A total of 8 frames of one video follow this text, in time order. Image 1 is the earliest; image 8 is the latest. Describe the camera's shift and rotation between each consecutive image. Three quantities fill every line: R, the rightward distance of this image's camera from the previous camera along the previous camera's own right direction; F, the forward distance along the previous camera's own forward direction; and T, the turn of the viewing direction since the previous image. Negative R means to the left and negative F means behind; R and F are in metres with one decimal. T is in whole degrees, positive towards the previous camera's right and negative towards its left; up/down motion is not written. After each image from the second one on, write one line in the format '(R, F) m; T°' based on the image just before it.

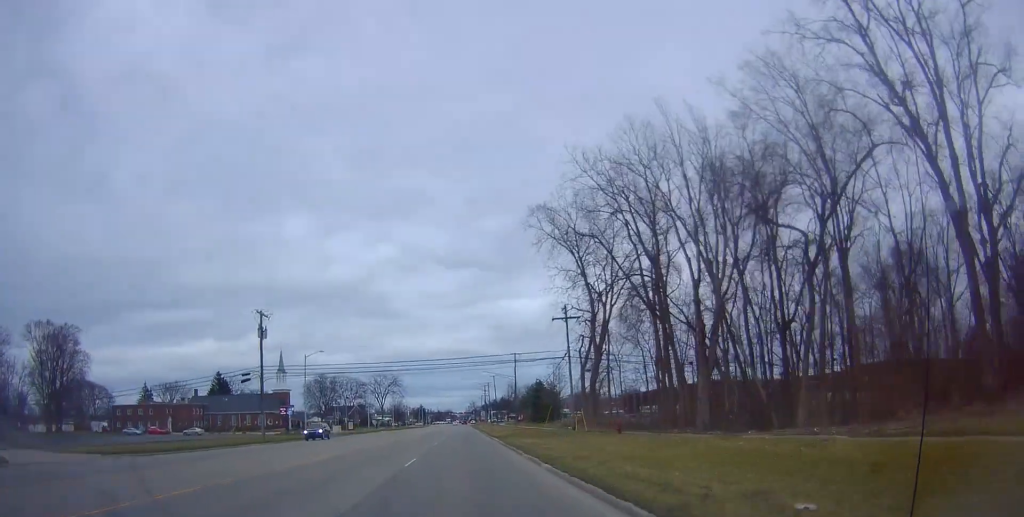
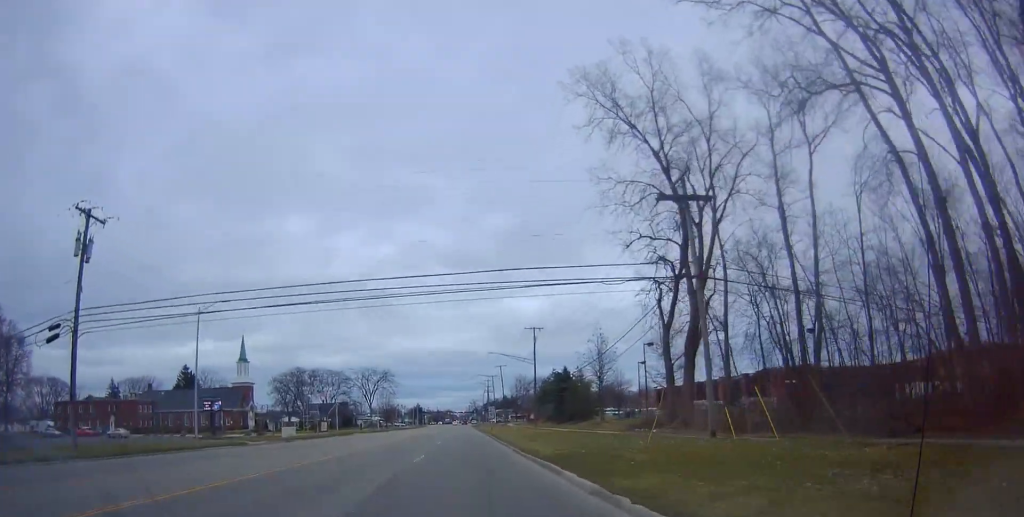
(0.0, +29.0) m; 0°
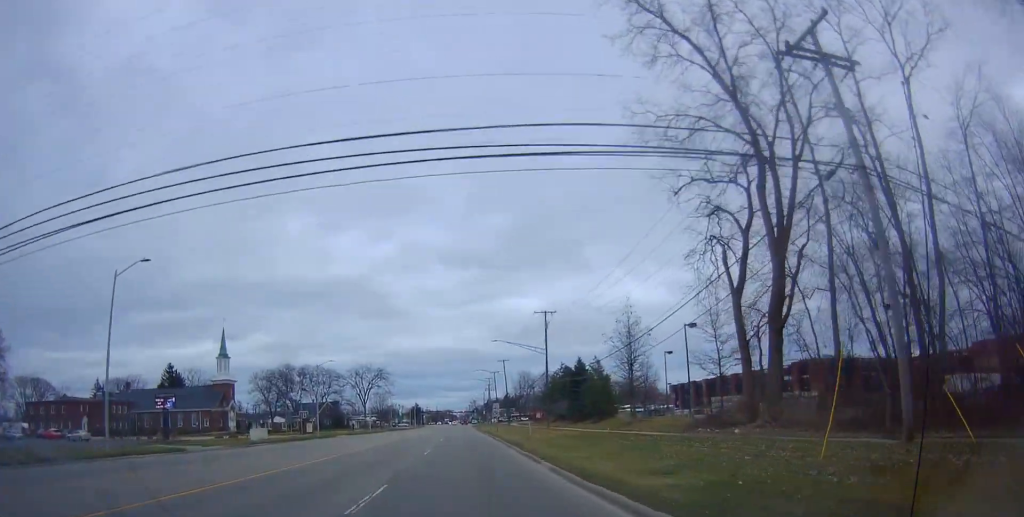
(0.0, +11.2) m; 0°
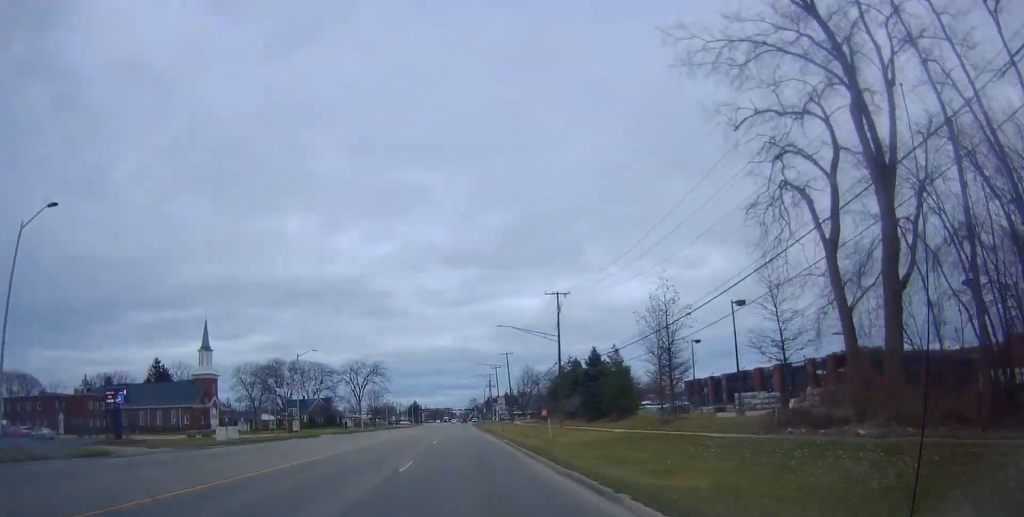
(0.0, +8.8) m; 0°
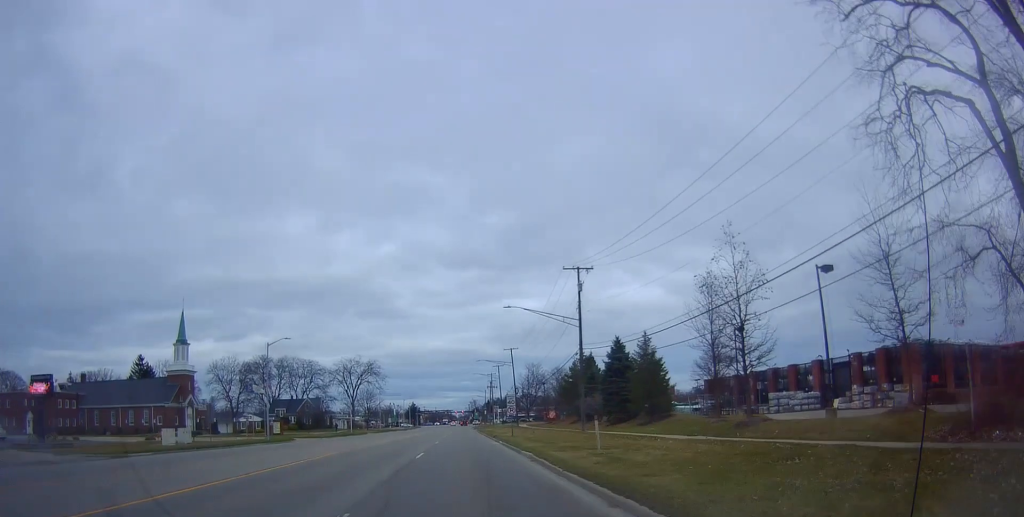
(0.0, +10.6) m; -1°
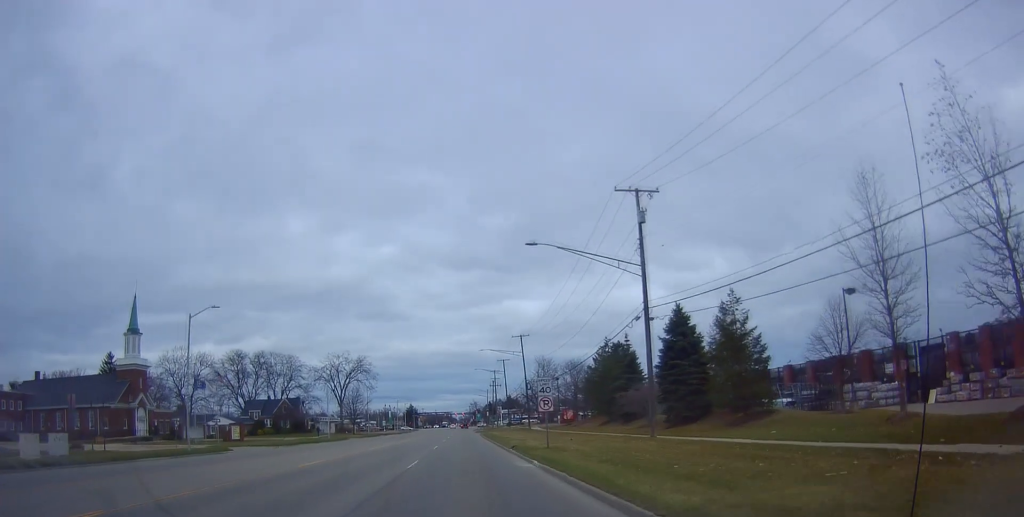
(-0.2, +17.6) m; -1°
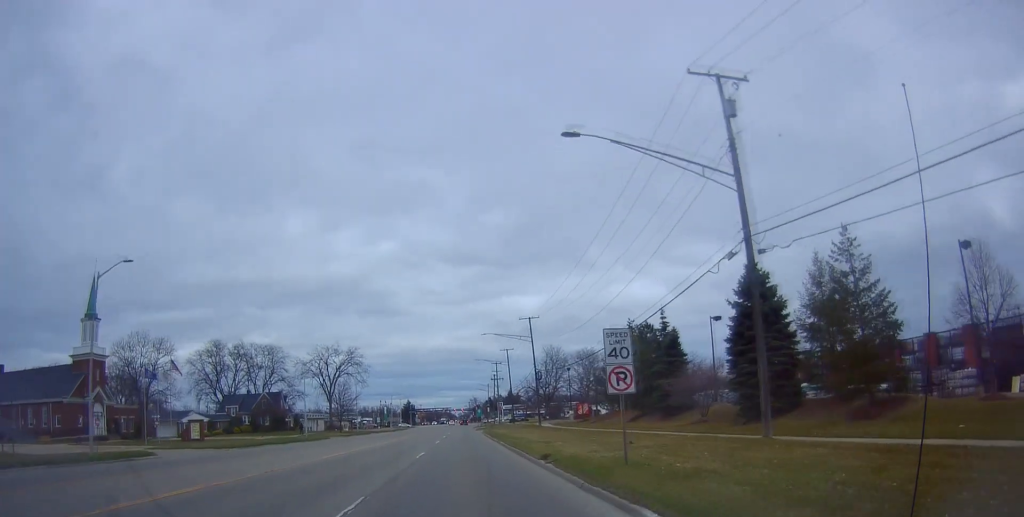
(-0.3, +12.3) m; 0°
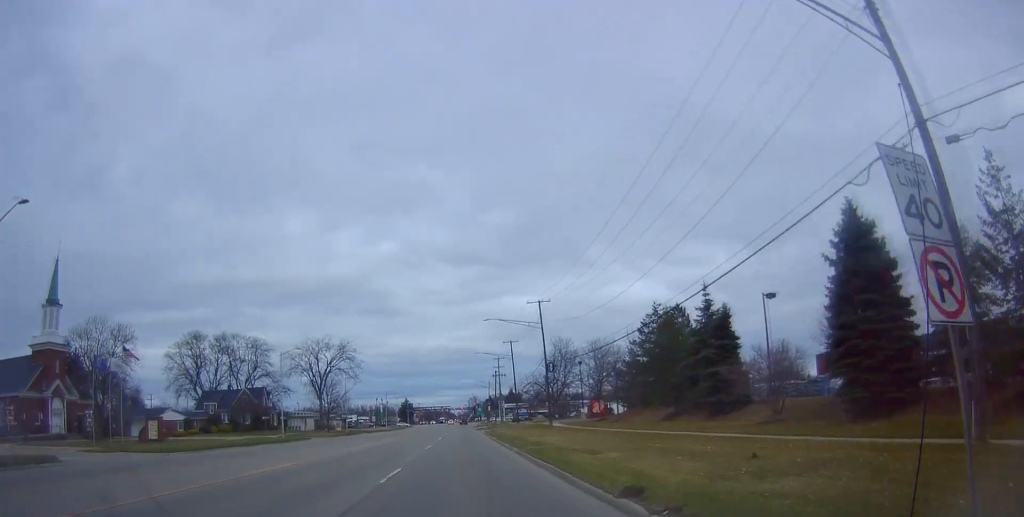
(+0.3, +9.7) m; 0°
